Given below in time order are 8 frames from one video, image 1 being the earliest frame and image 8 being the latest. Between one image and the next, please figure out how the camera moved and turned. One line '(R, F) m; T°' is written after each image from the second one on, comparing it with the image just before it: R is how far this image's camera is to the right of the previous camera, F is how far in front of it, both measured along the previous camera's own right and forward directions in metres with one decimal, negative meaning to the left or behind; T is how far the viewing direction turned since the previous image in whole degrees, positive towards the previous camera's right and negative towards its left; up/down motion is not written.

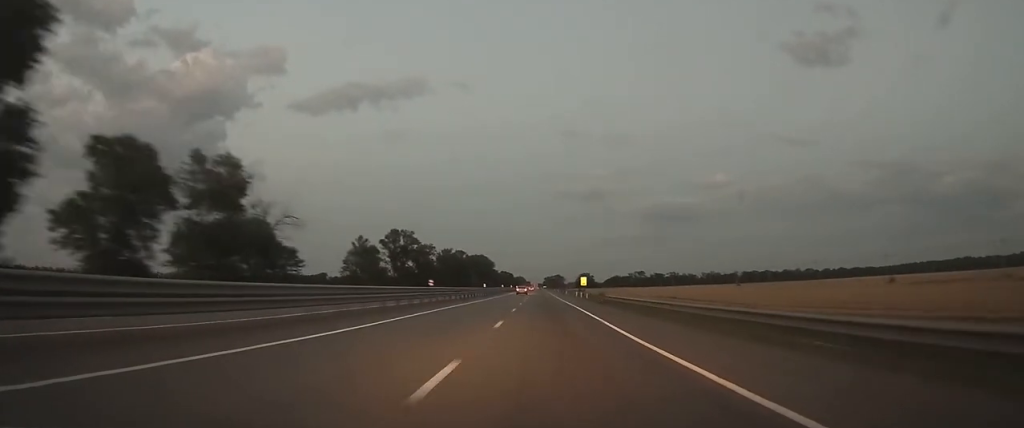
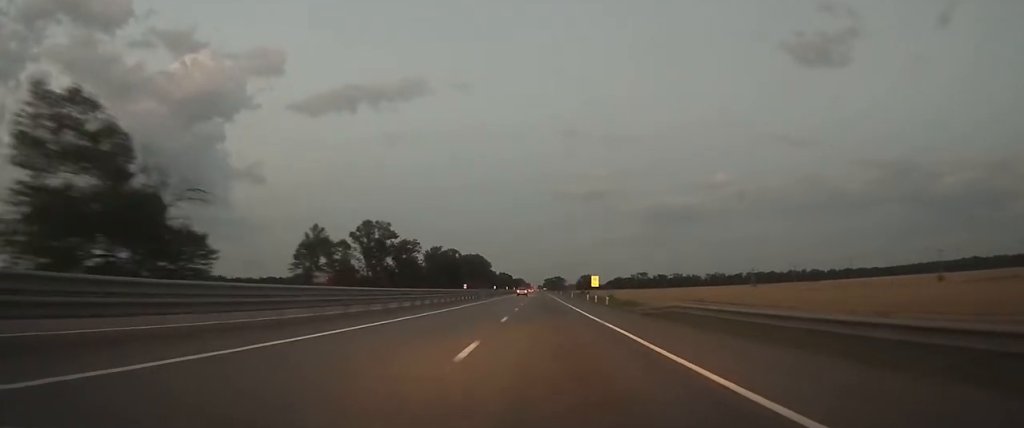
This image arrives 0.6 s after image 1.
(0.0, +20.4) m; 0°
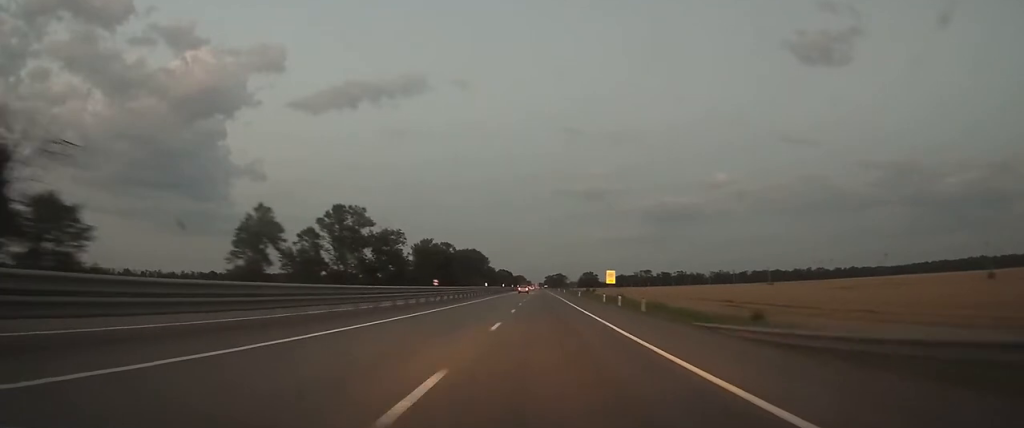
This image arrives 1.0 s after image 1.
(0.0, +16.7) m; 0°
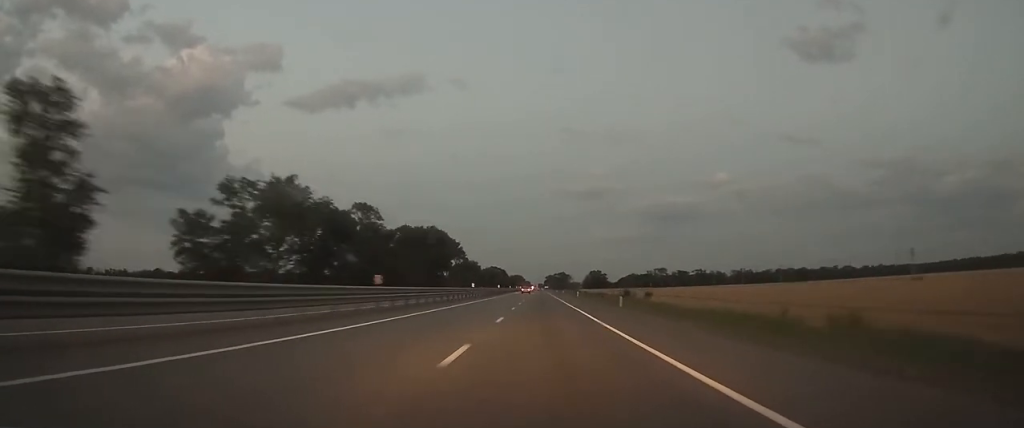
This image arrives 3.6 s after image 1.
(-0.1, +91.6) m; 0°
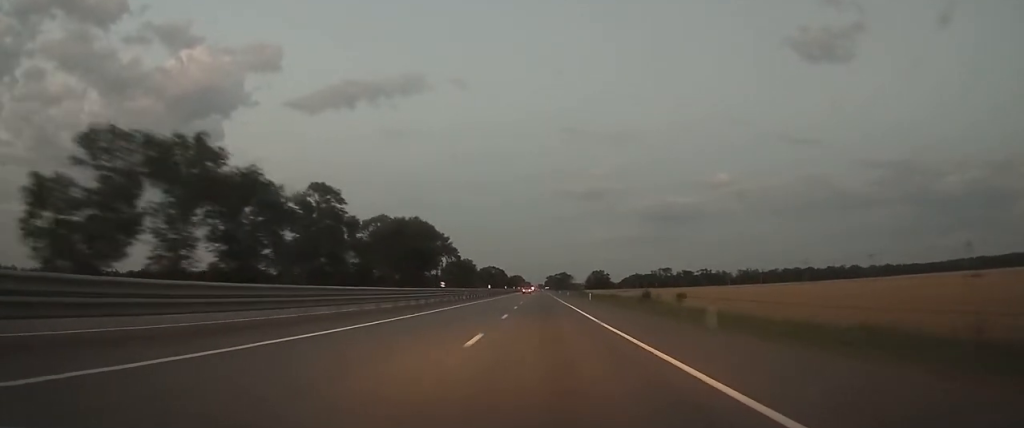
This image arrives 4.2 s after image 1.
(0.0, +20.8) m; 0°
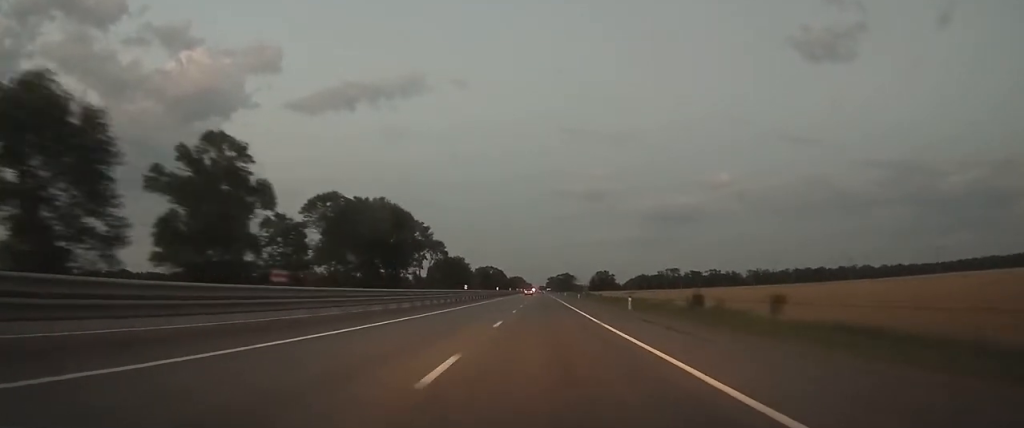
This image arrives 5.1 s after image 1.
(0.0, +28.9) m; 0°
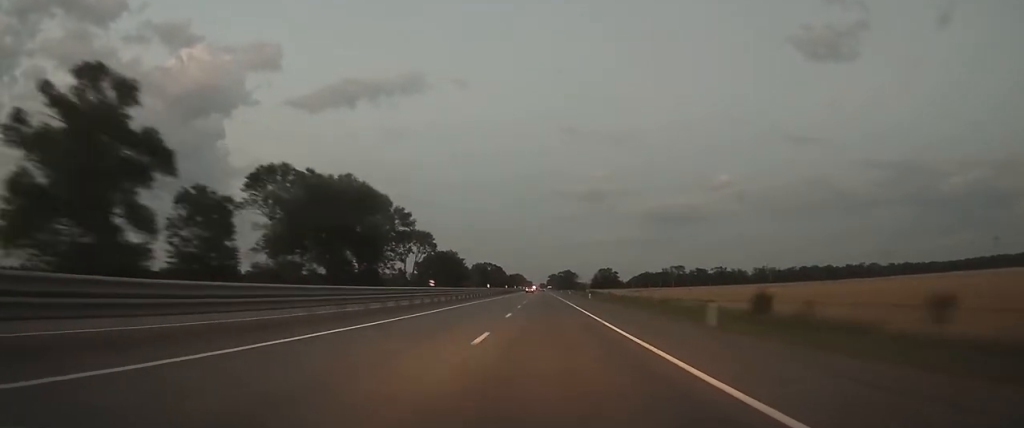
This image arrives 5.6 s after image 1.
(0.0, +18.4) m; 0°
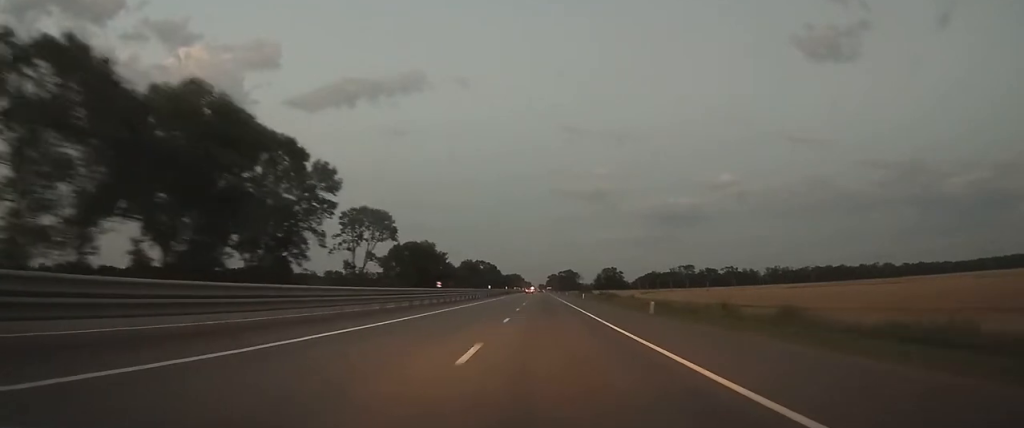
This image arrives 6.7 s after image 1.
(0.0, +39.3) m; 0°
